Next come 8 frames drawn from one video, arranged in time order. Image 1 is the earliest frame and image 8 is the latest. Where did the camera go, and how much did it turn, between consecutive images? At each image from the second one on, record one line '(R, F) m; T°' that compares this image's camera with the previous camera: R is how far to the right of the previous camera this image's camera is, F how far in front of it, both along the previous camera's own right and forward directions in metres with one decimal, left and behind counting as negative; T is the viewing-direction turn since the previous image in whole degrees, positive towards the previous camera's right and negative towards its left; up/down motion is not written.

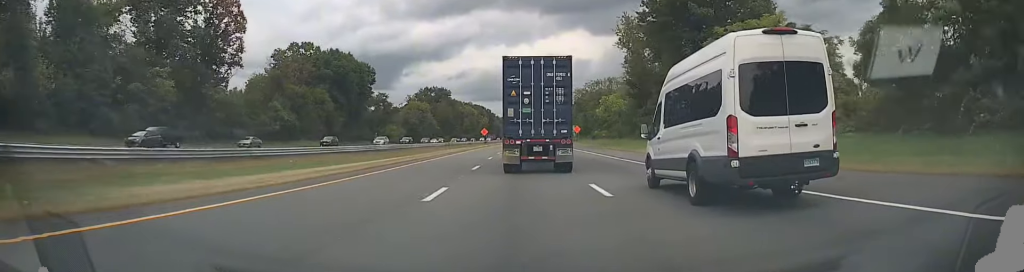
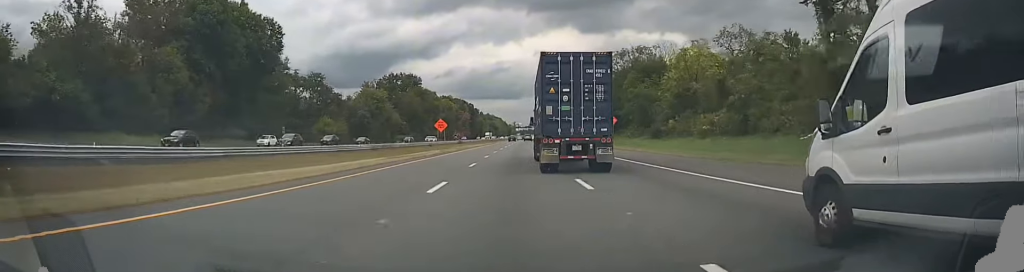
(+1.0, +57.2) m; +2°
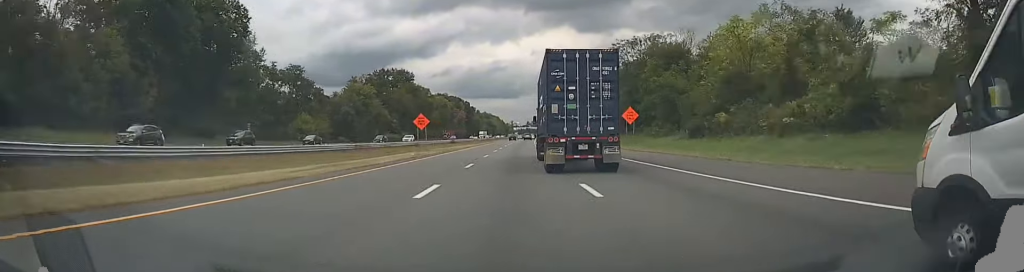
(+0.1, +12.7) m; 0°
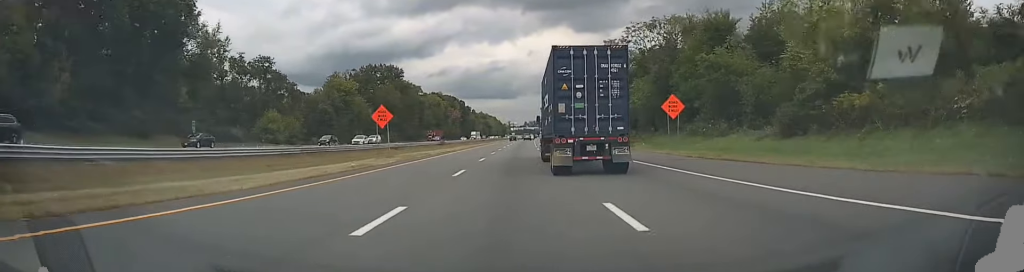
(0.0, +16.9) m; 0°
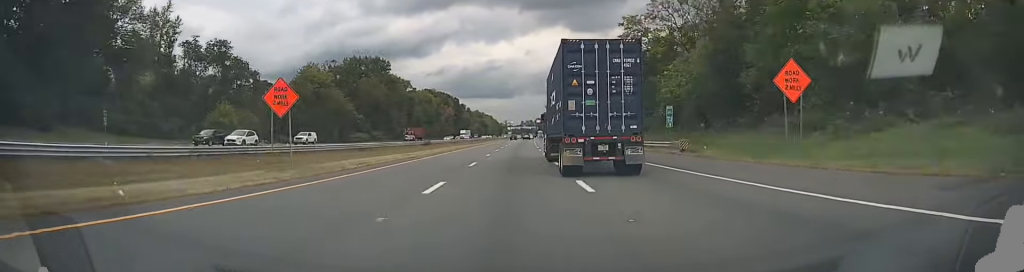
(0.0, +19.5) m; 0°
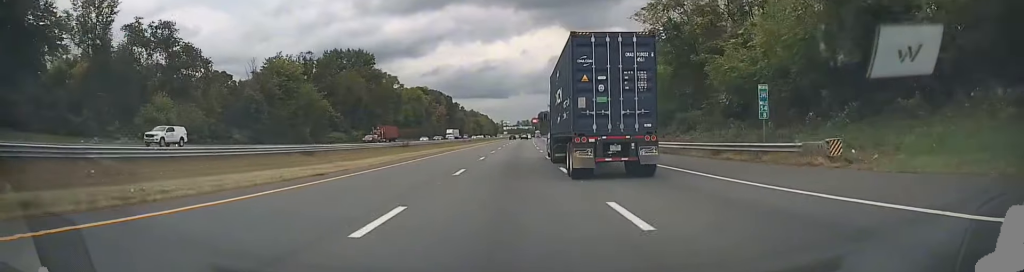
(+0.1, +17.3) m; 0°
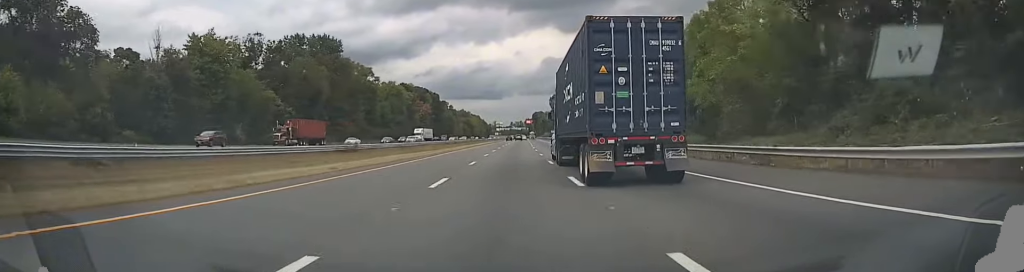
(+0.2, +28.4) m; +1°
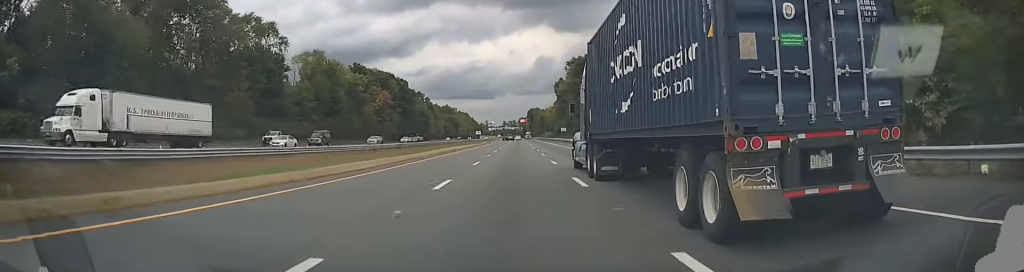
(+0.6, +63.5) m; +1°
